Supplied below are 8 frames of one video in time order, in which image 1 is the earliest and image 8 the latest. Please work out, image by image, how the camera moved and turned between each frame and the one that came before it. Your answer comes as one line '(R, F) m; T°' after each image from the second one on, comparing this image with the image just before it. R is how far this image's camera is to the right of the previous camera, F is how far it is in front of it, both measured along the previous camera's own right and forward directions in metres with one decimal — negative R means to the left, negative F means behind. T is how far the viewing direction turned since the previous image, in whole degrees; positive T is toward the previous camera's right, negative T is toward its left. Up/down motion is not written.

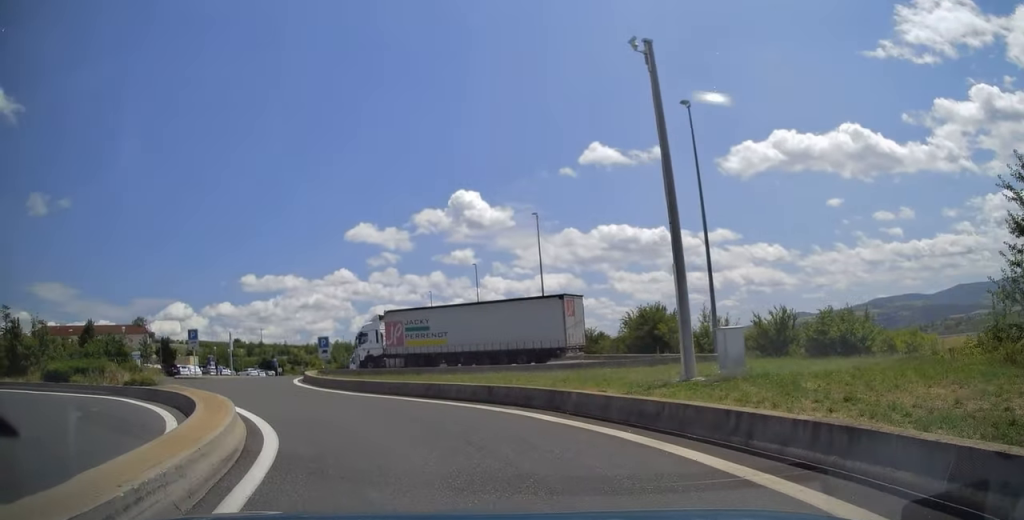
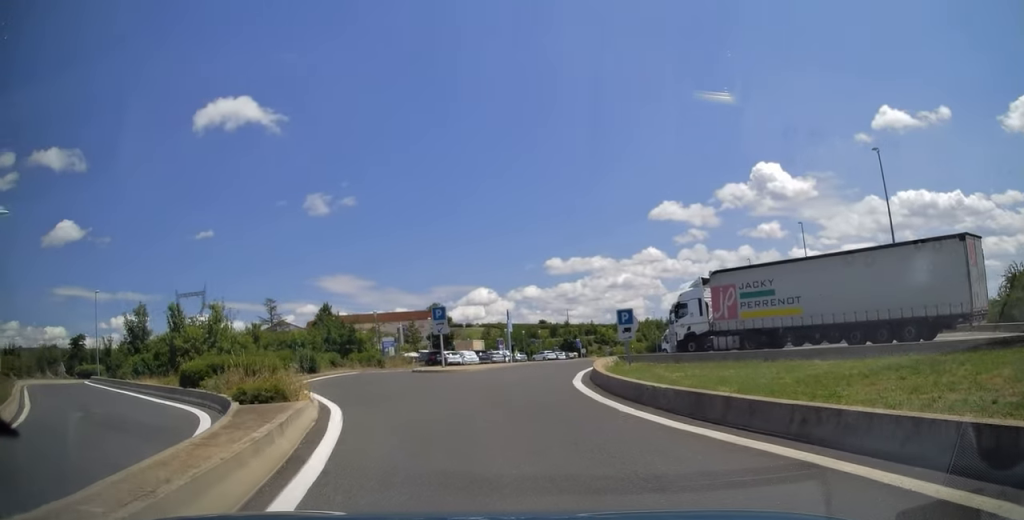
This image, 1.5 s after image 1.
(-3.0, +11.5) m; -24°
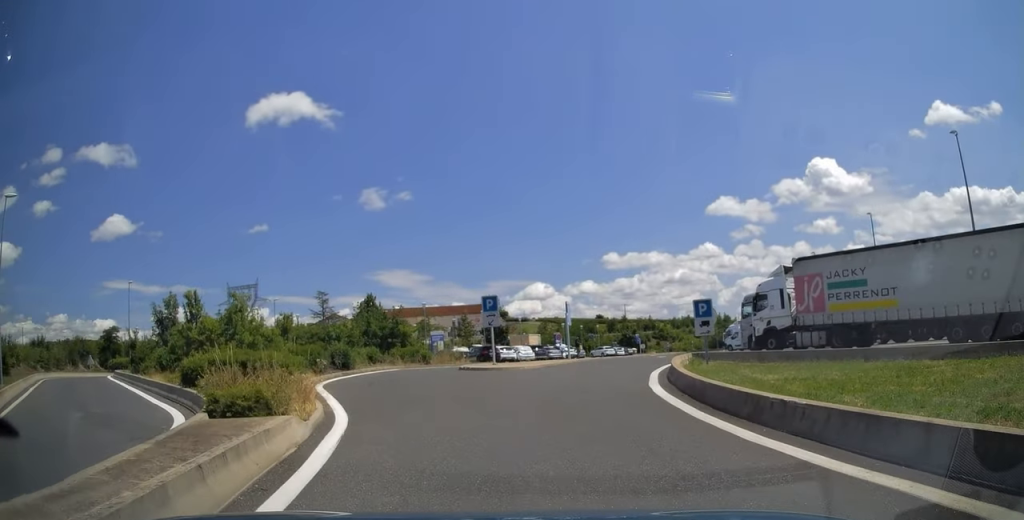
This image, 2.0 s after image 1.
(0.0, +3.7) m; -6°
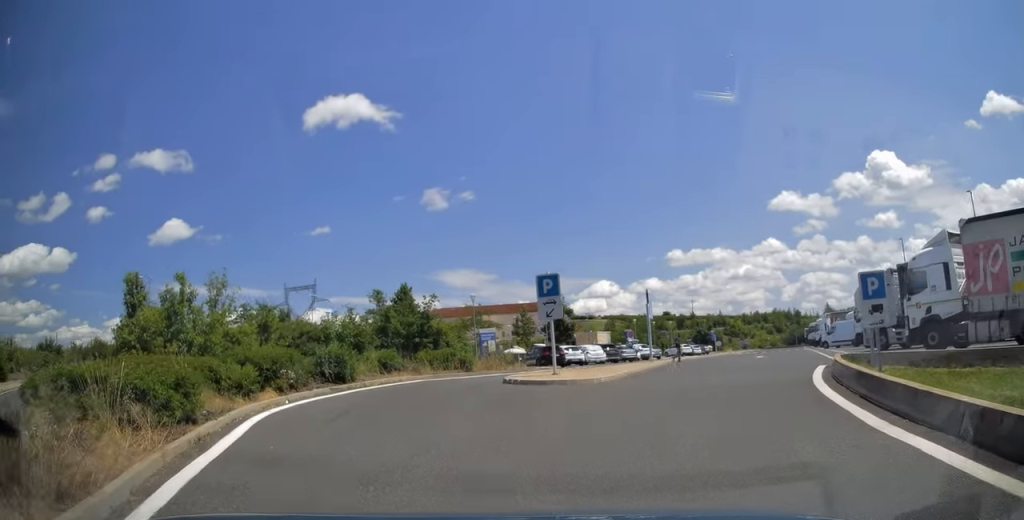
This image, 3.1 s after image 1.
(-1.4, +9.4) m; -13°
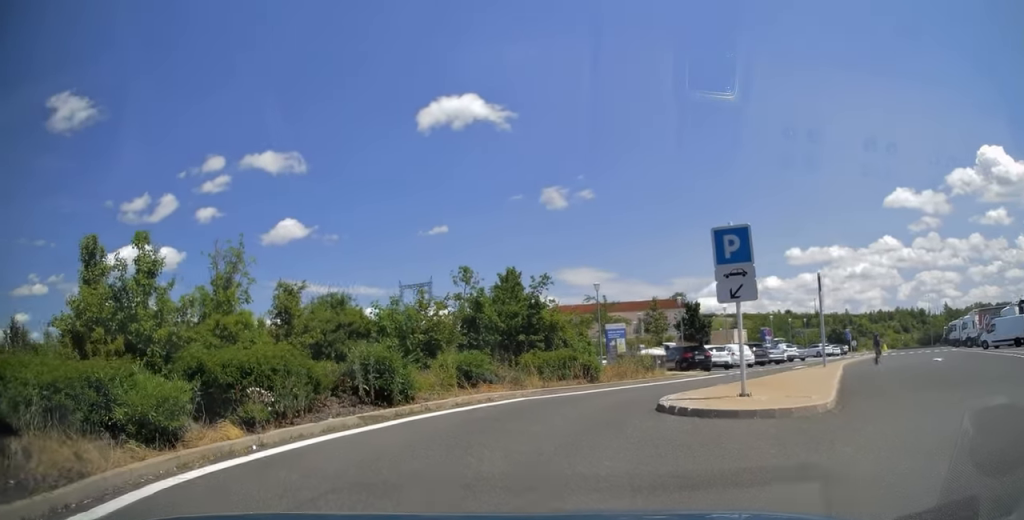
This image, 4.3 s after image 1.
(-0.5, +9.0) m; -5°
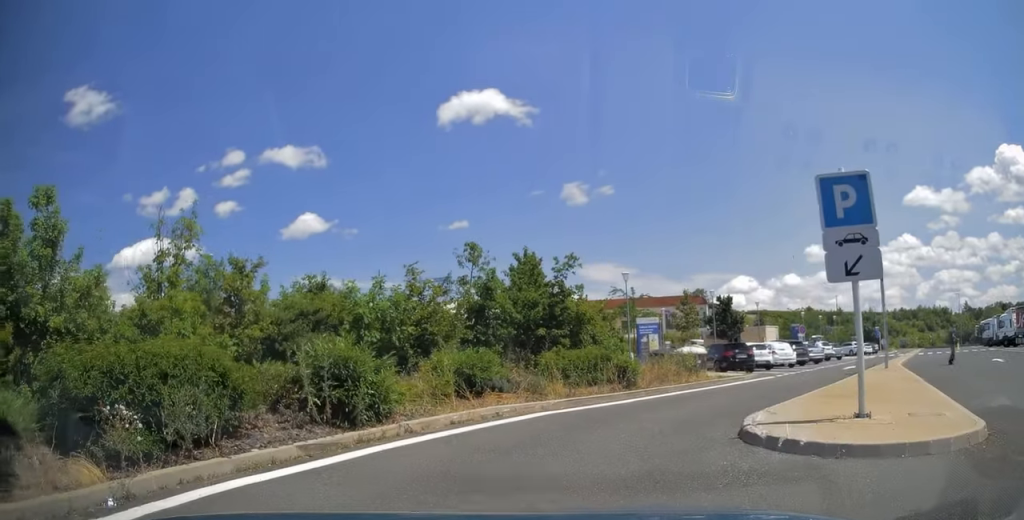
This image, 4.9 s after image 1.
(-0.3, +4.7) m; +4°
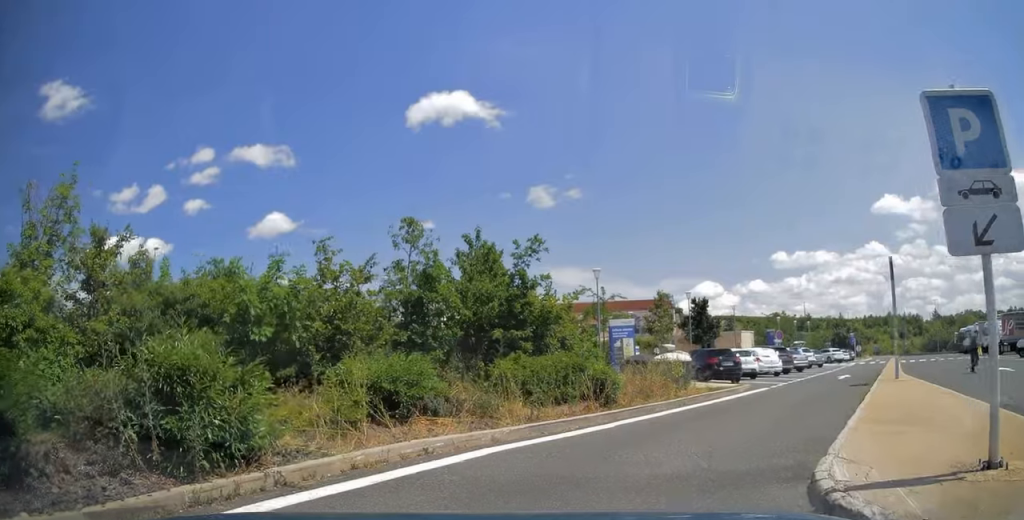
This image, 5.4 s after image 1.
(+0.1, +4.4) m; +3°
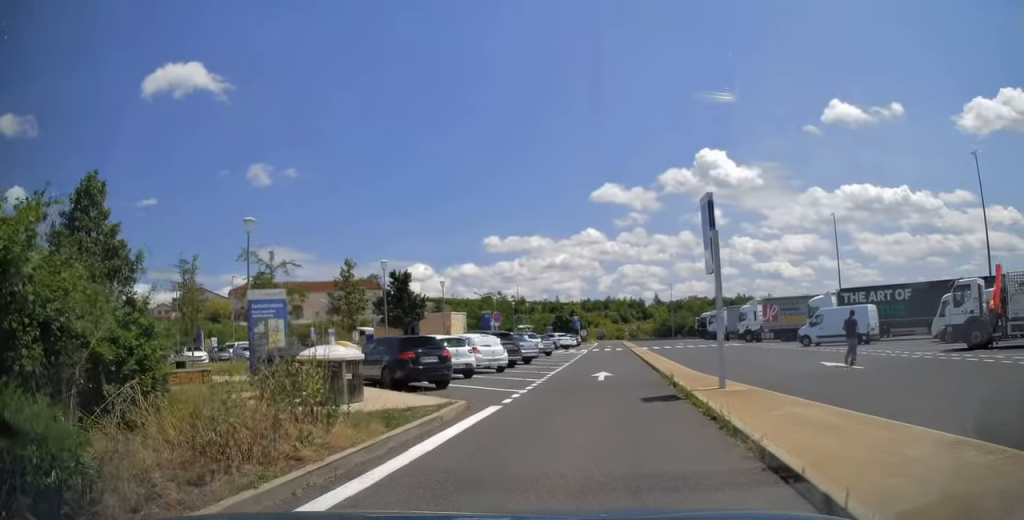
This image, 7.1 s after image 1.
(+0.5, +14.2) m; -11°
